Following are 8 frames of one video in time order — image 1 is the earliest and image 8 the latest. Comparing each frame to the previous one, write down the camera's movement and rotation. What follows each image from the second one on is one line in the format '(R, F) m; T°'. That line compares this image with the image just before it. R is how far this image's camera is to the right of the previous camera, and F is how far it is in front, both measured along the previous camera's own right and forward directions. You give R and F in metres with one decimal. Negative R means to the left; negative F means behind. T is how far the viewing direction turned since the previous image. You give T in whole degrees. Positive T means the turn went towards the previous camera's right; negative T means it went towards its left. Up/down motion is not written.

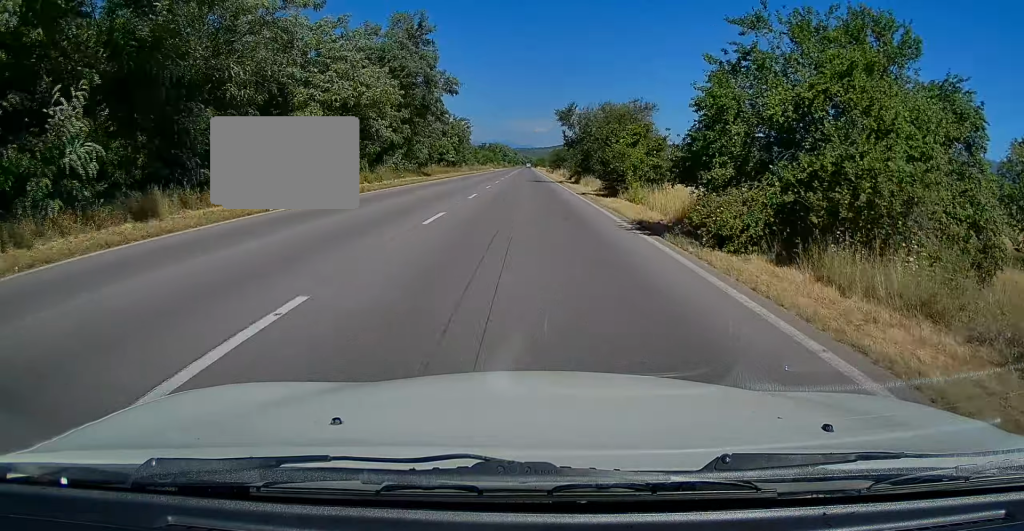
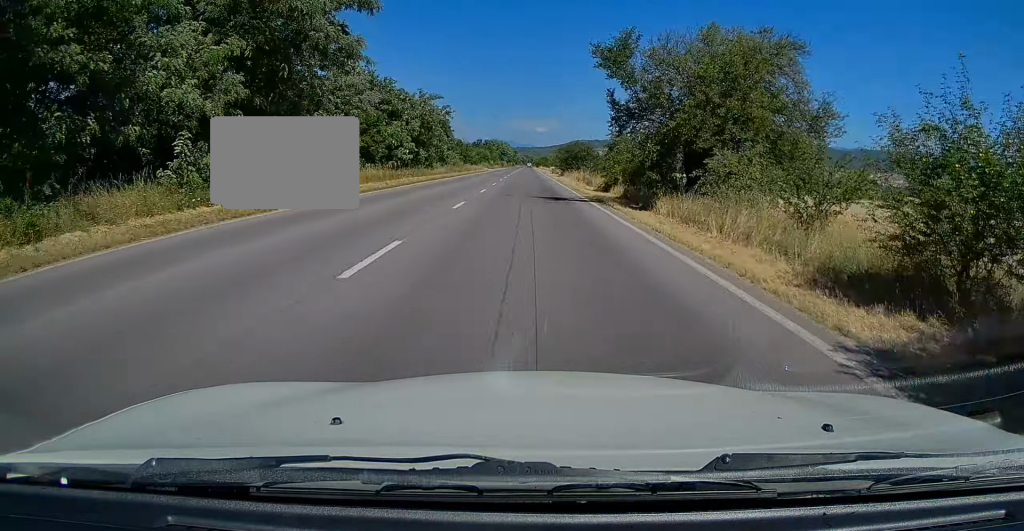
(-0.1, +25.1) m; 0°
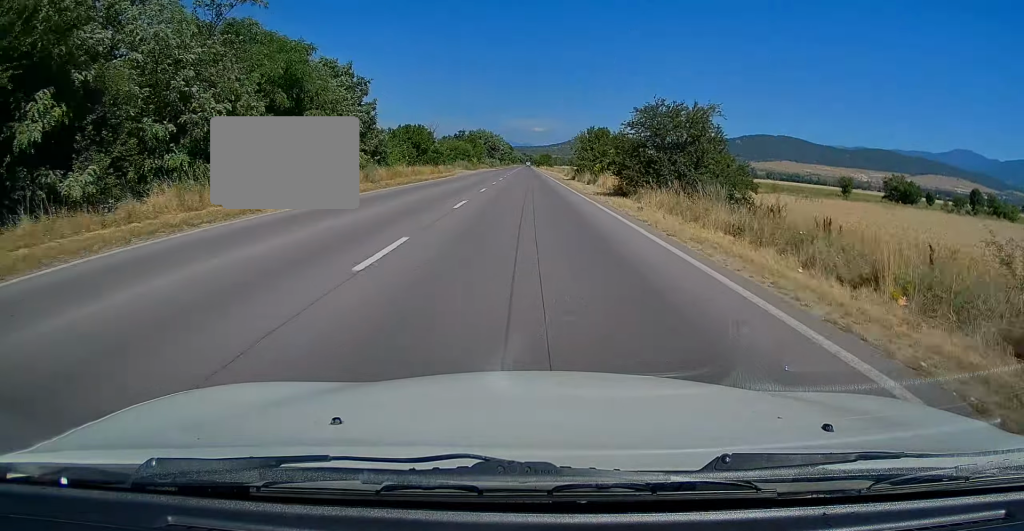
(+0.1, +48.6) m; 0°
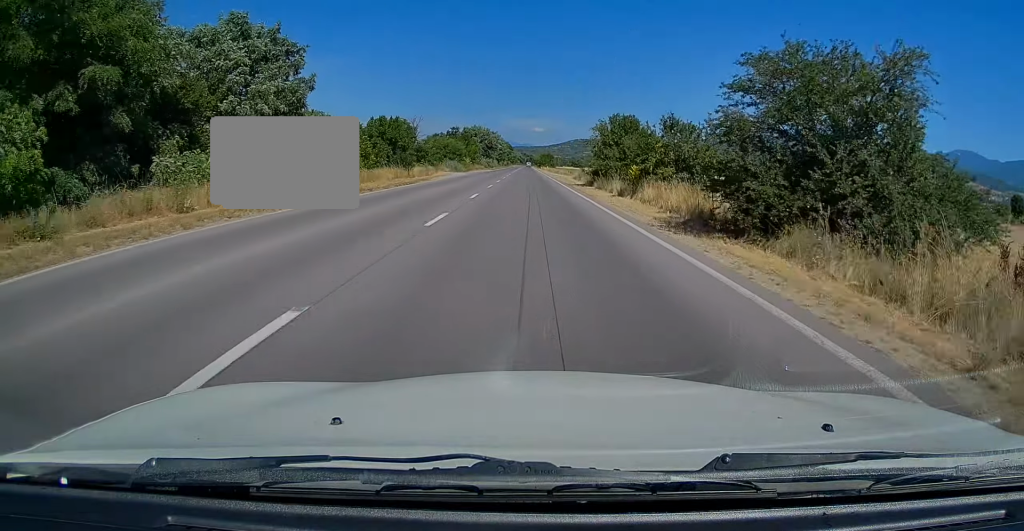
(0.0, +14.6) m; 0°
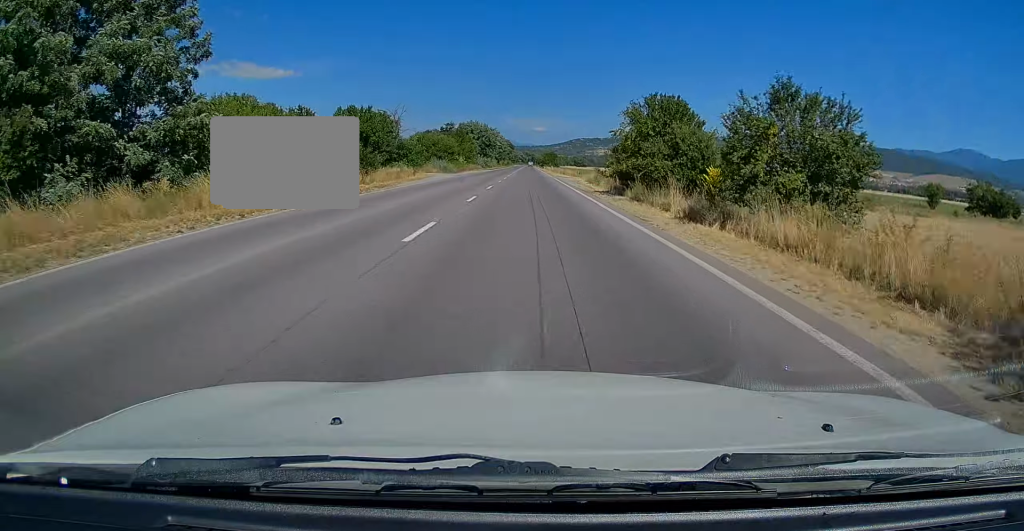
(0.0, +12.2) m; 0°
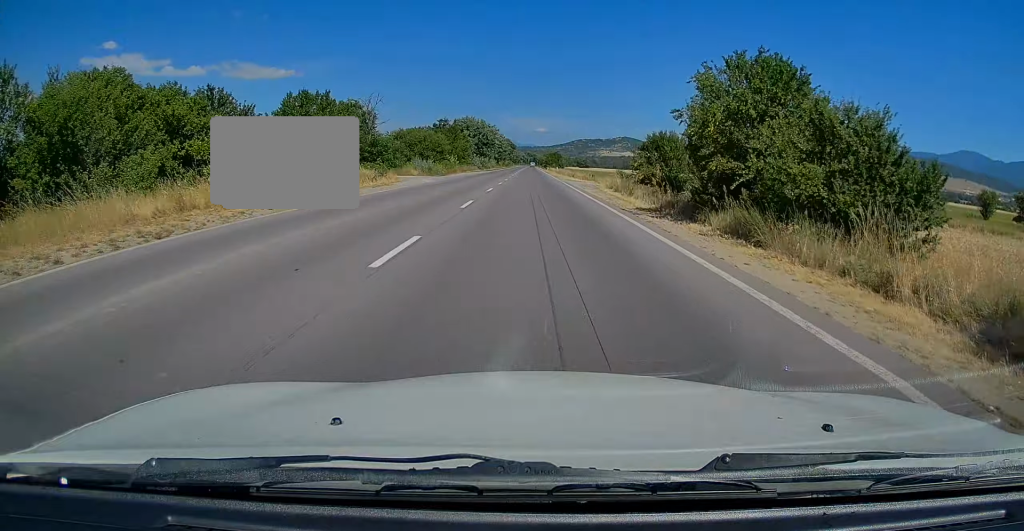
(0.0, +12.2) m; 0°
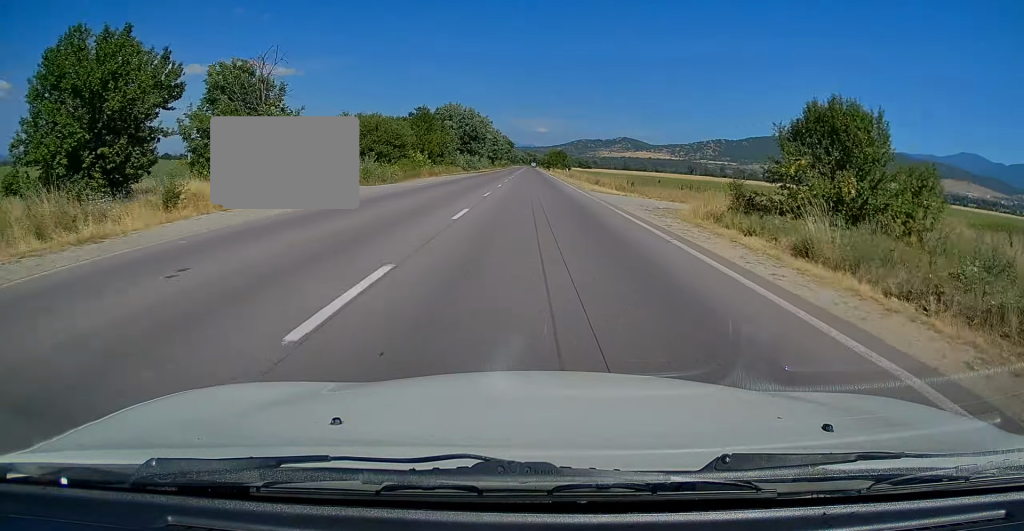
(0.0, +23.0) m; +1°
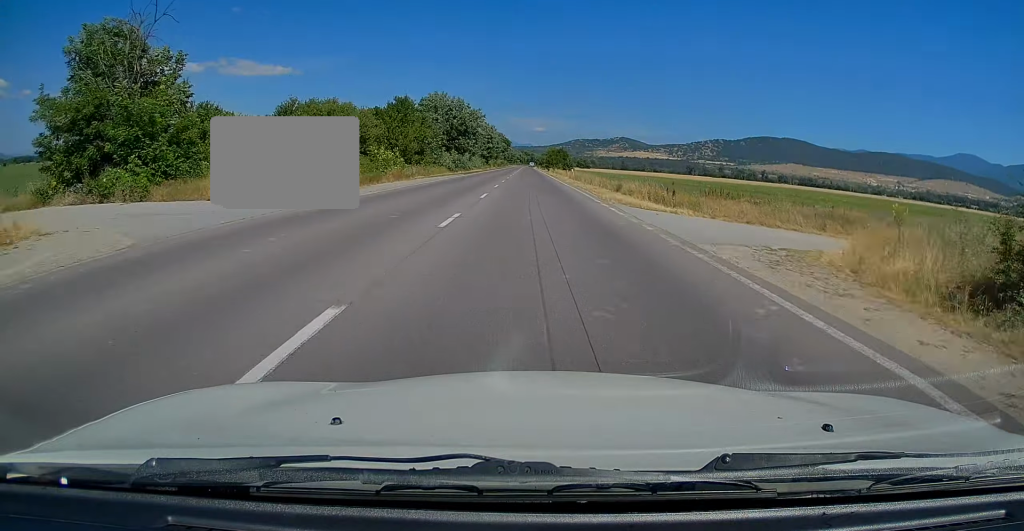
(+0.1, +11.5) m; 0°
